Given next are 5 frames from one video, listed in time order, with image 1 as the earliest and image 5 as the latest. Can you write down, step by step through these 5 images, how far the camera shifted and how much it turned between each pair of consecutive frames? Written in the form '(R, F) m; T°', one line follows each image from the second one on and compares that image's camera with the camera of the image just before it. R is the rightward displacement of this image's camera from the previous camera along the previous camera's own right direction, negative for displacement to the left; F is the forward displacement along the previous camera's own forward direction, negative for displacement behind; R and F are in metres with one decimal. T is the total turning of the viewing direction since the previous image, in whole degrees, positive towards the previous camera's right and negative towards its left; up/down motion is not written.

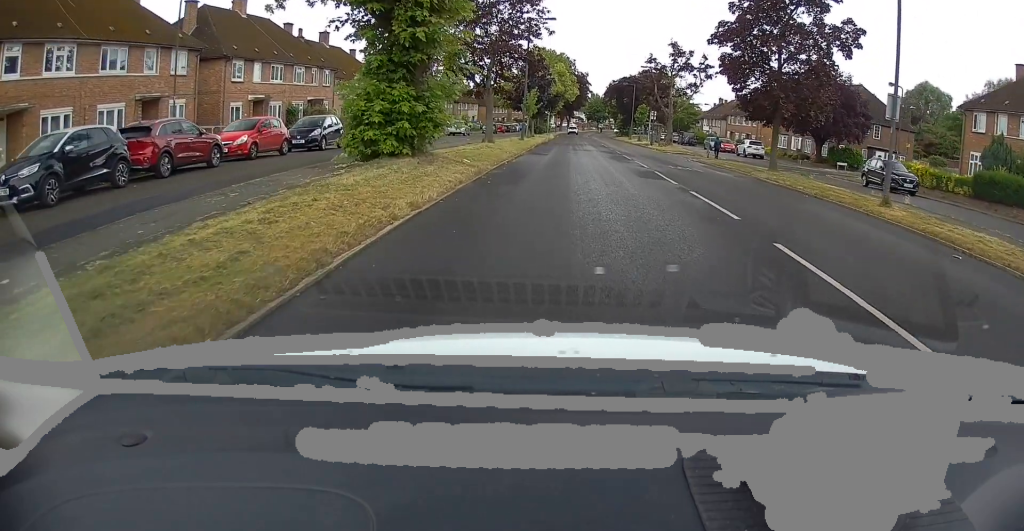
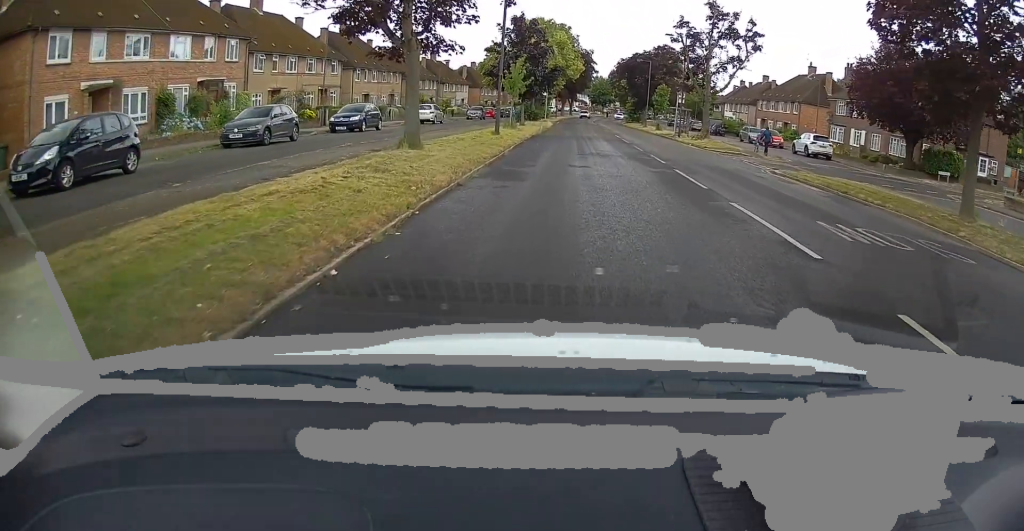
(+0.4, +15.6) m; +2°
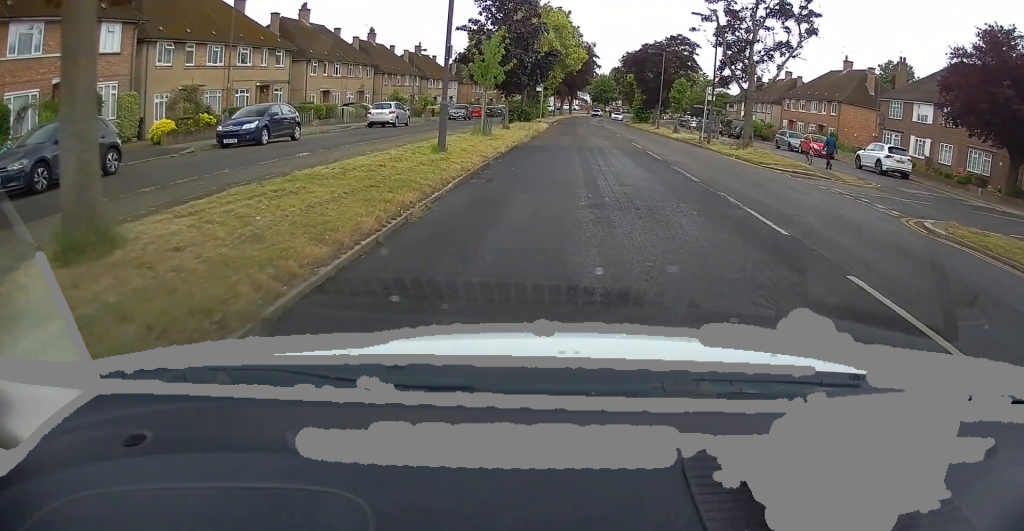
(-0.3, +11.0) m; -1°
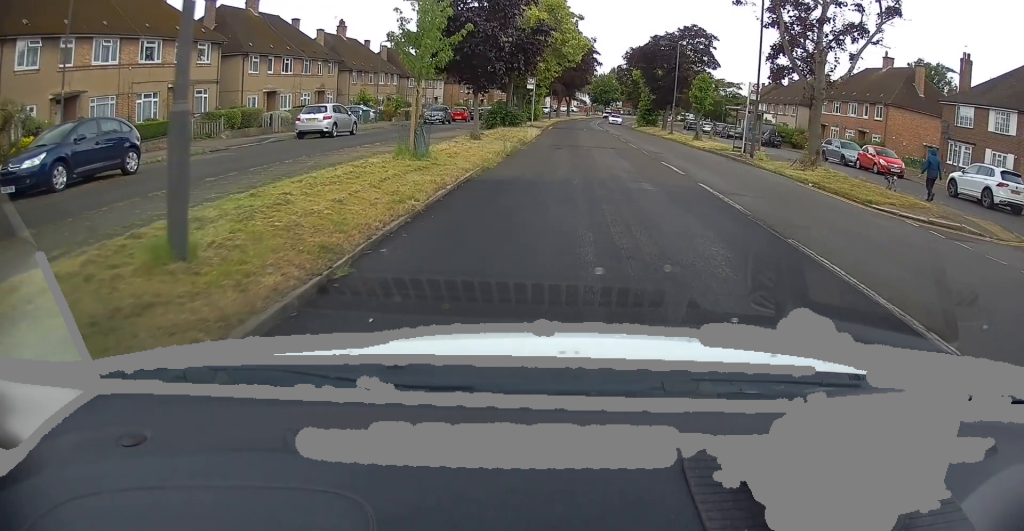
(+0.3, +10.5) m; +1°
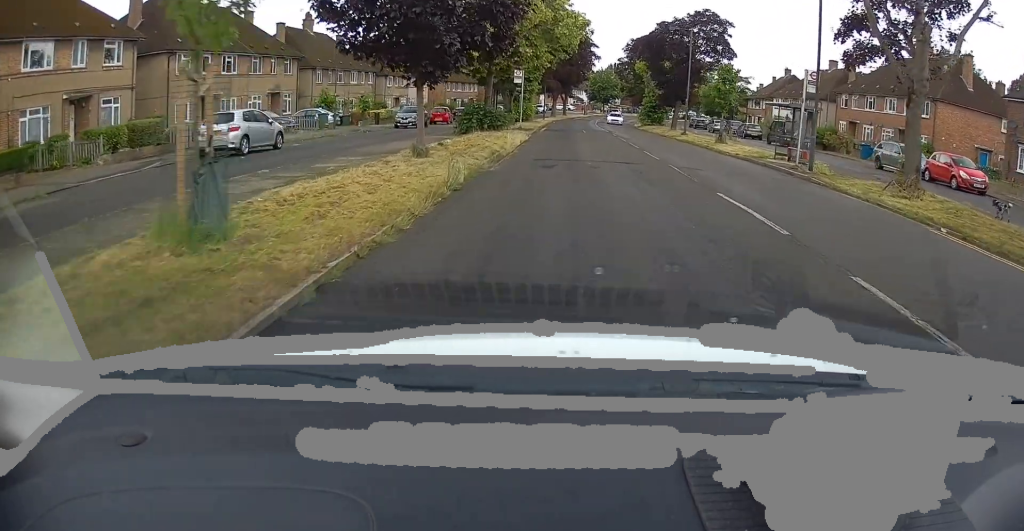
(0.0, +8.0) m; 0°
